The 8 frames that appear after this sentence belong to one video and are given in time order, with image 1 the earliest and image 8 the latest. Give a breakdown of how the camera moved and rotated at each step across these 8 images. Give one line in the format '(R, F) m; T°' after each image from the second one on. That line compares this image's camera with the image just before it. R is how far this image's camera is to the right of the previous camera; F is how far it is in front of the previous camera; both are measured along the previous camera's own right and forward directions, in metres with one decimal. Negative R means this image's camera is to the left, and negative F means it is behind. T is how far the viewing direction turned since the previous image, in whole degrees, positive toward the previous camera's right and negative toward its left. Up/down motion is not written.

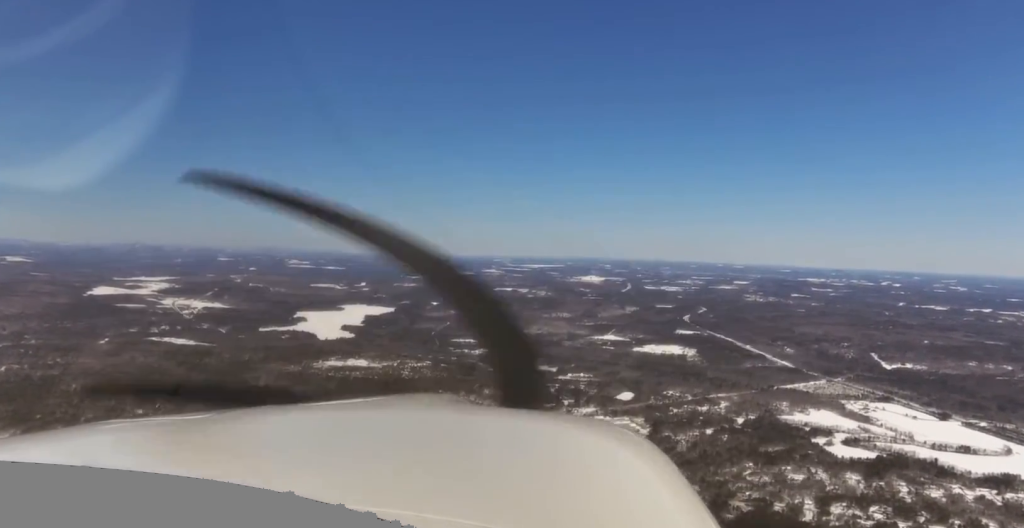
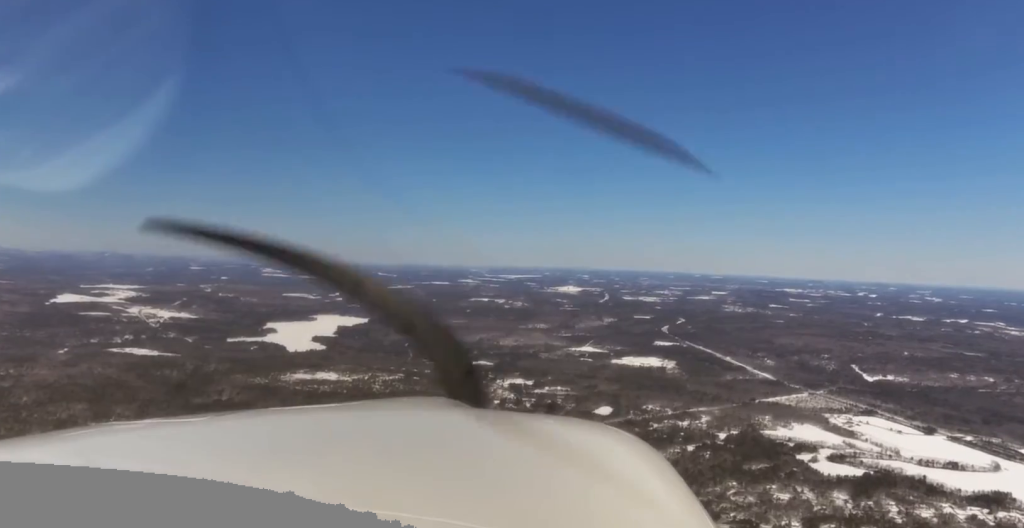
(-0.7, +75.5) m; 0°
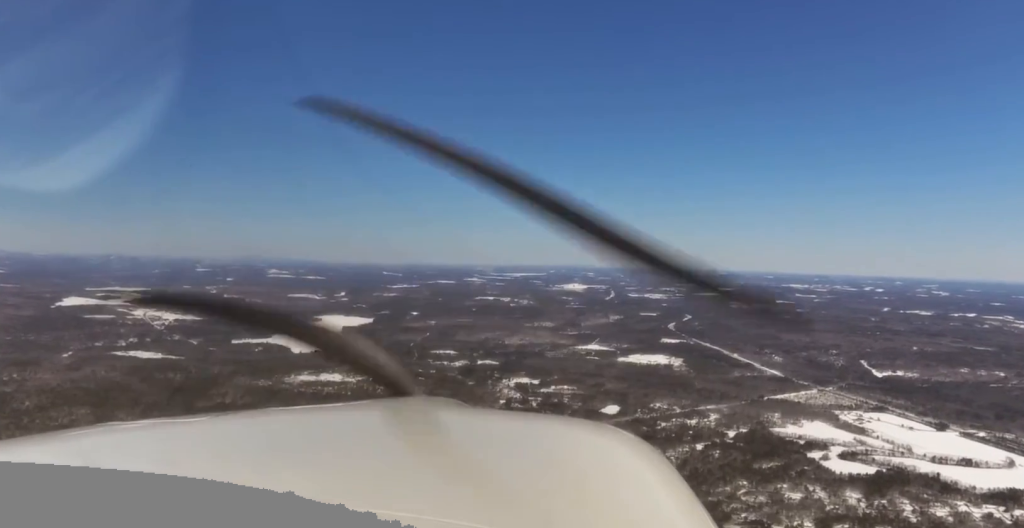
(+0.4, +30.1) m; 0°
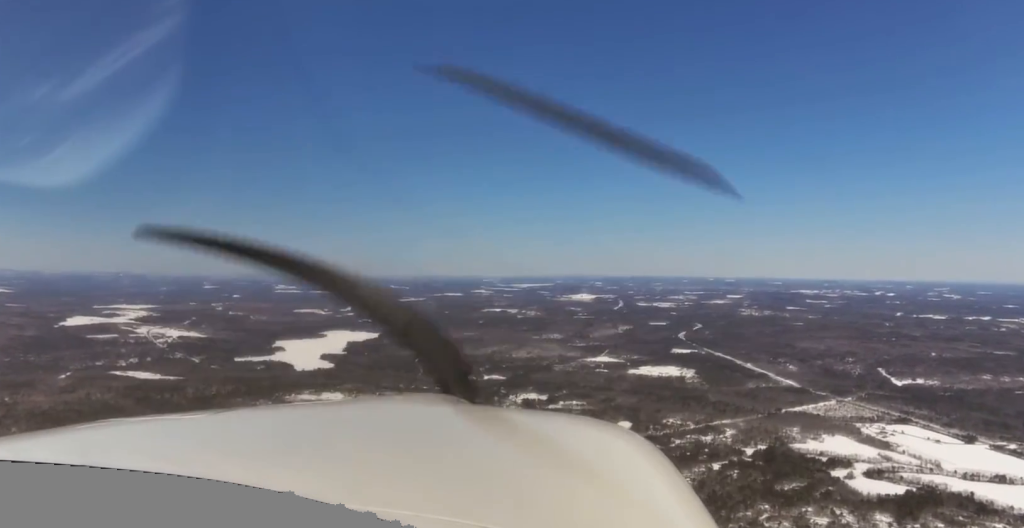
(-0.3, +95.8) m; -1°
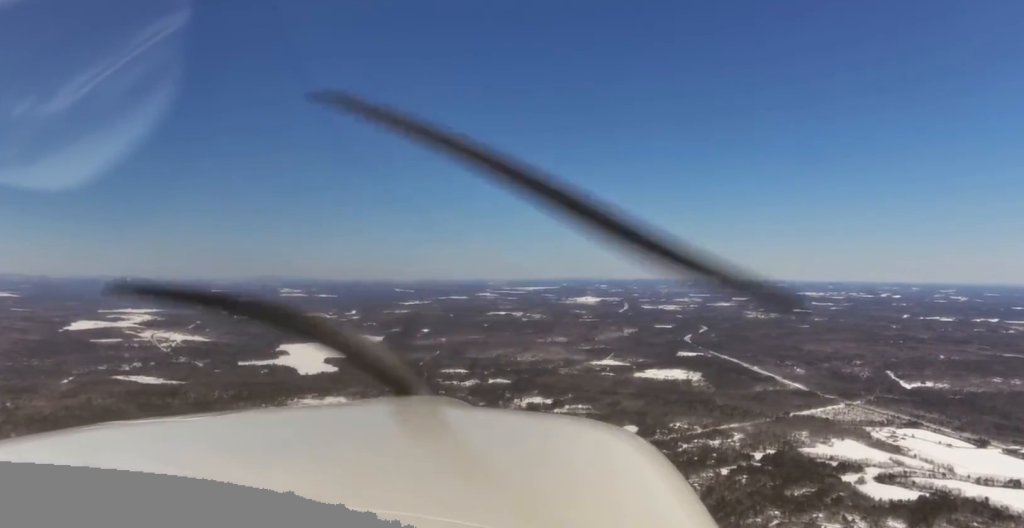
(-0.3, +31.8) m; 0°
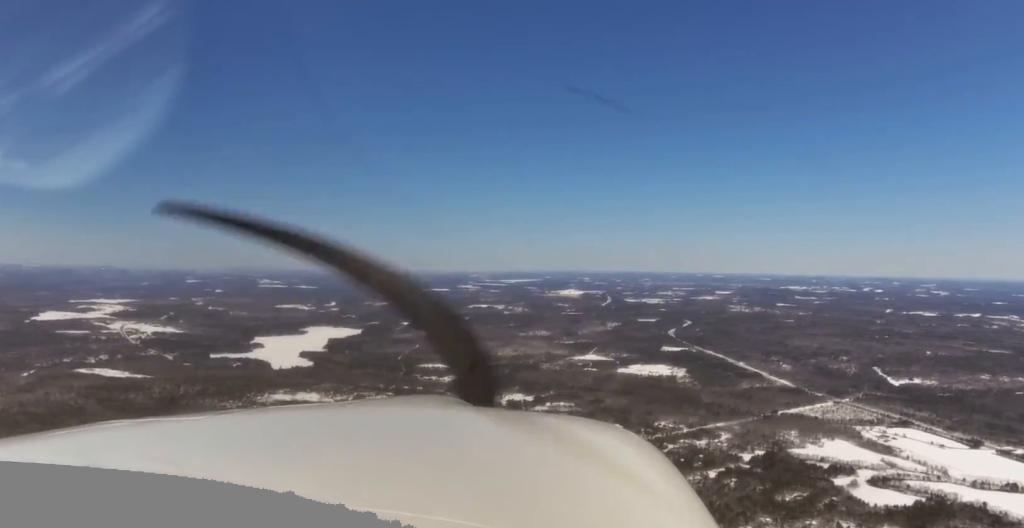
(+0.3, +92.7) m; 0°
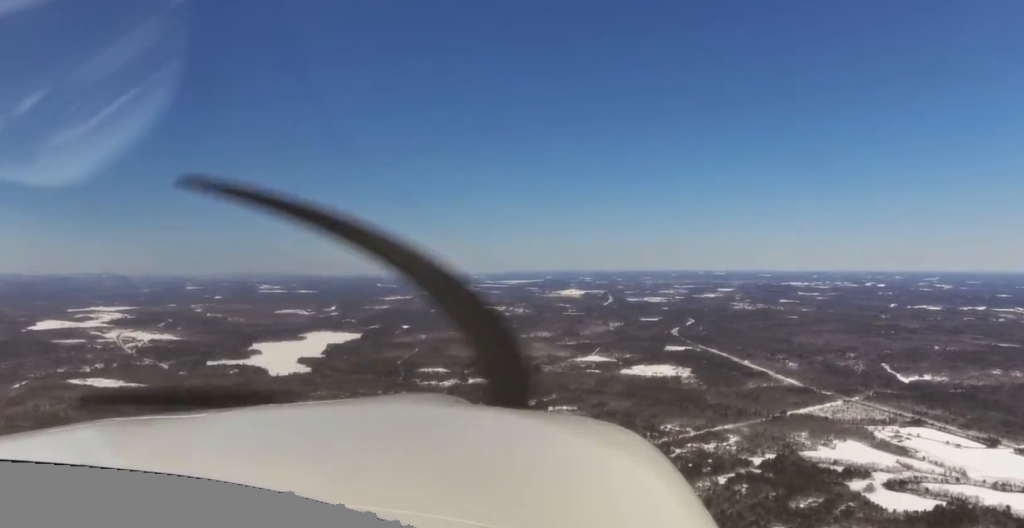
(-0.7, +69.2) m; -1°
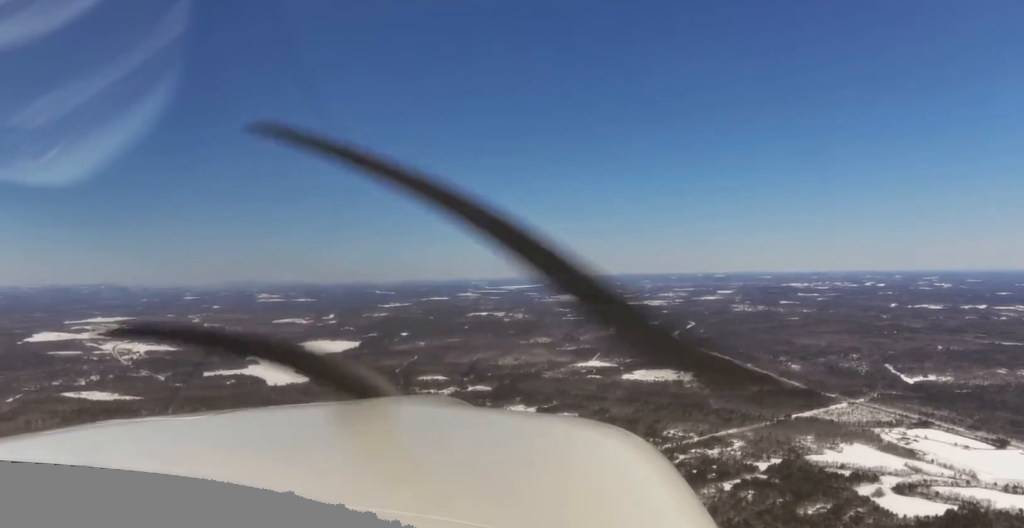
(-0.2, +37.6) m; 0°
